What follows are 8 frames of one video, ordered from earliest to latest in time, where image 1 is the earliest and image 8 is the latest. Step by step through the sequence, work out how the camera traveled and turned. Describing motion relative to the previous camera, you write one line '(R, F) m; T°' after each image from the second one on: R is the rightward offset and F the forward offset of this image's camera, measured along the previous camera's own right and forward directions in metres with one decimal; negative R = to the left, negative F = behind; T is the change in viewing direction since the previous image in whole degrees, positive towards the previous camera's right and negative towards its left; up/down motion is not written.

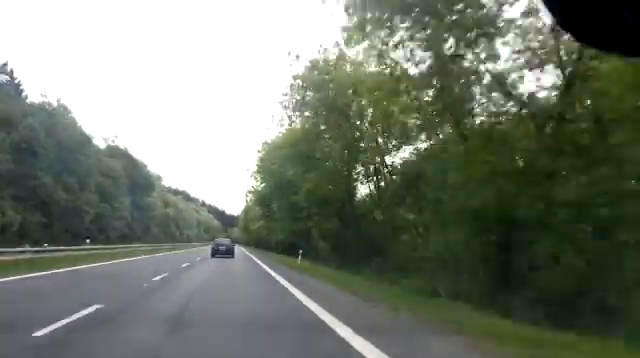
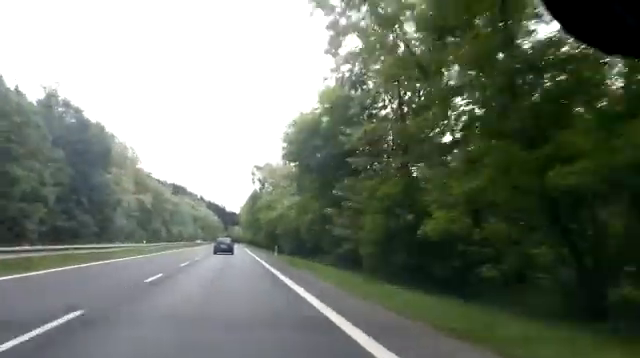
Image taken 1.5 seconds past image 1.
(0.0, +36.6) m; 0°
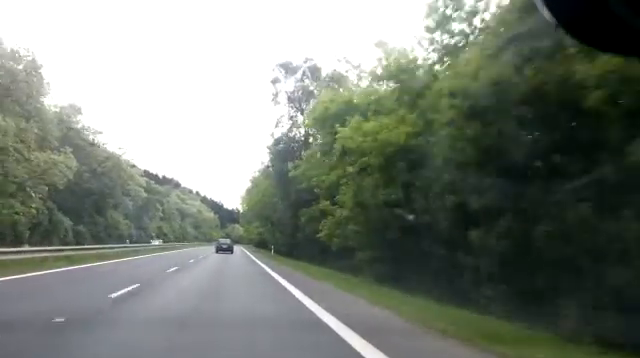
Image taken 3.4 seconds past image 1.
(-0.1, +48.1) m; -1°
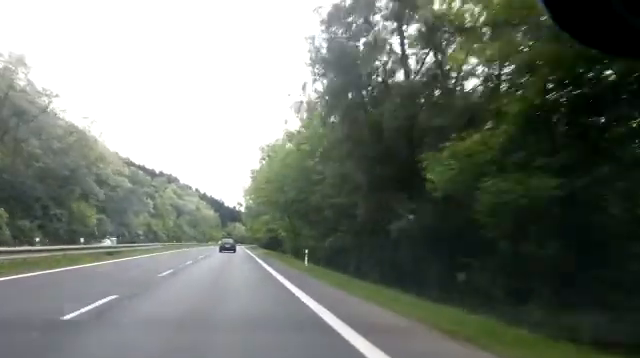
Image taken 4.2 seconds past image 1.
(-0.1, +20.7) m; -1°
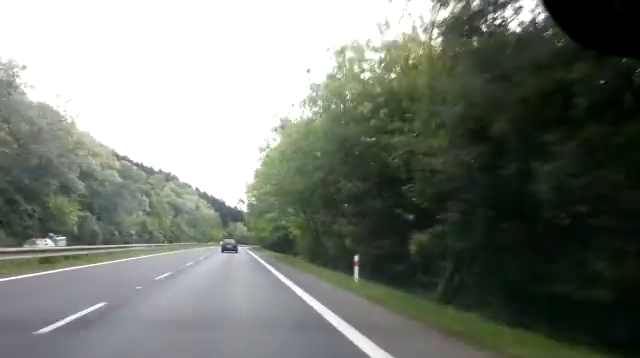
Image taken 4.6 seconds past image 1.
(-0.1, +9.8) m; 0°
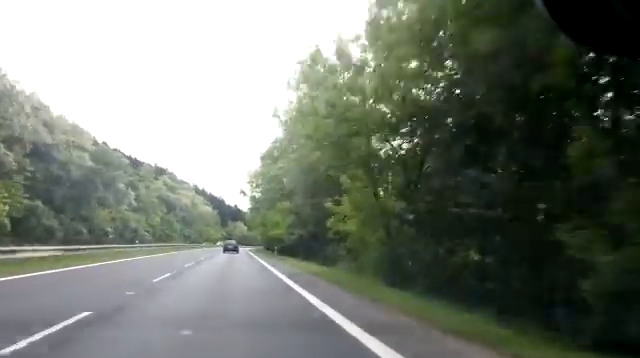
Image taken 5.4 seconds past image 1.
(-0.1, +18.8) m; 0°
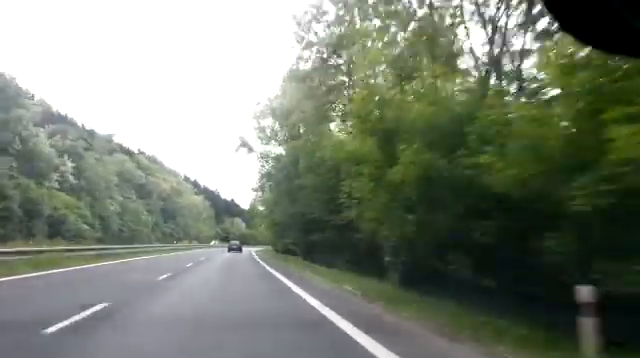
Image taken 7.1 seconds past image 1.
(0.0, +42.7) m; 0°
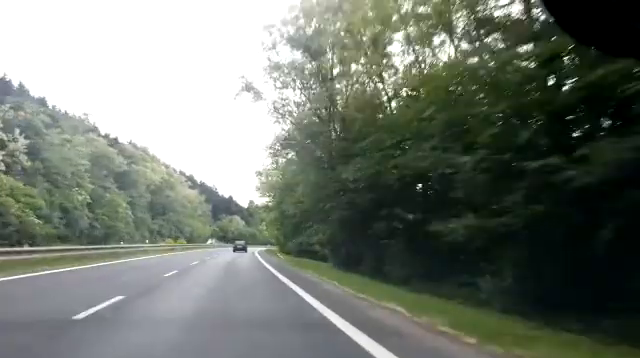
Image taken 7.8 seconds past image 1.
(-0.1, +16.7) m; 0°
